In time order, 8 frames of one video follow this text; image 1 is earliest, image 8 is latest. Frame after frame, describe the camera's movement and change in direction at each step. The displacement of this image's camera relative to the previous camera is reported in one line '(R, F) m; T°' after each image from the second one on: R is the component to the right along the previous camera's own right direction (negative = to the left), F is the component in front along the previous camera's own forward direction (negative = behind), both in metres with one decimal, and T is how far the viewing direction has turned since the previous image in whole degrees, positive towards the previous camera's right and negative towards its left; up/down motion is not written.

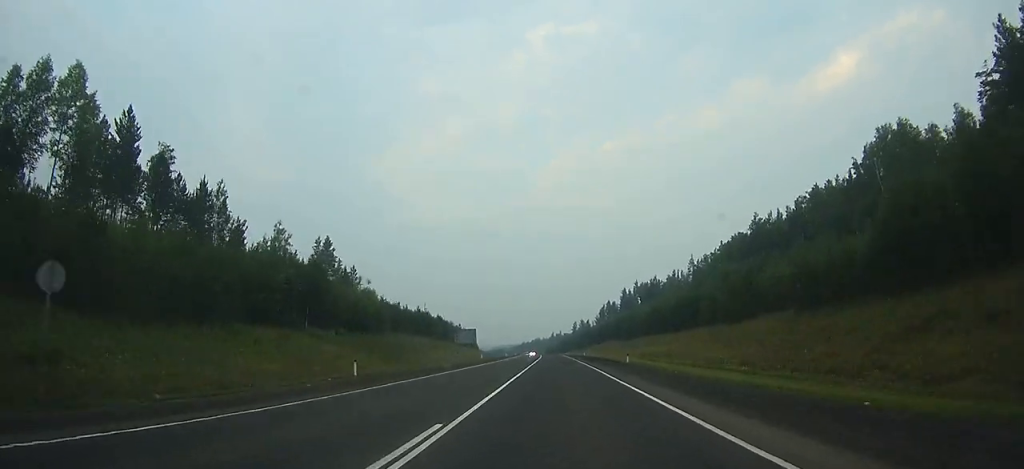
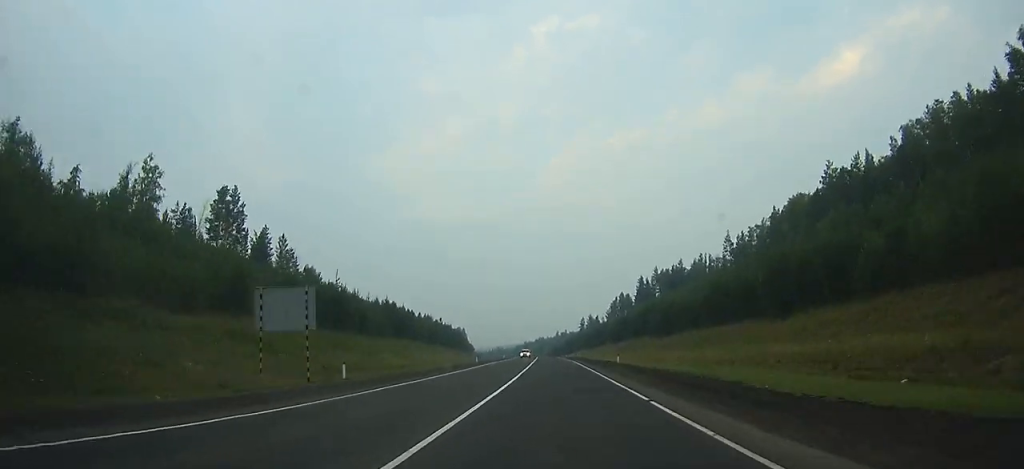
(-0.1, +50.2) m; 0°
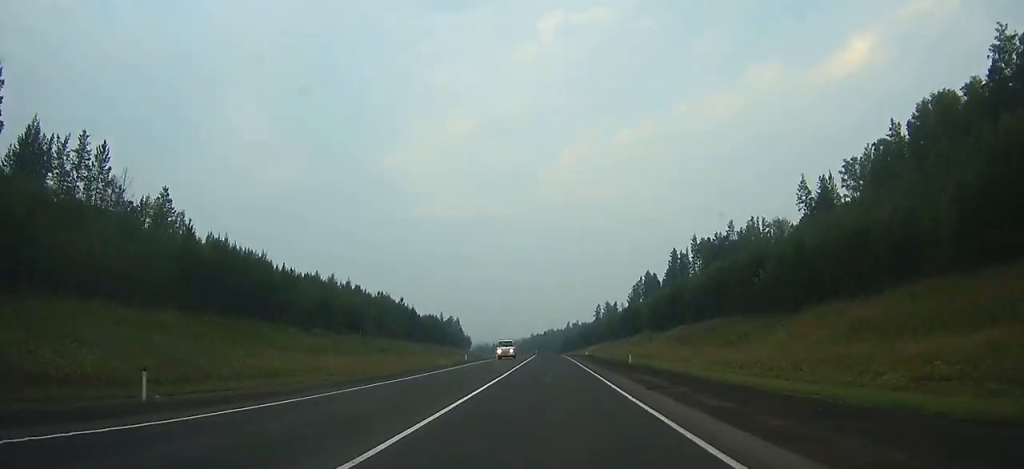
(-0.3, +60.0) m; -1°
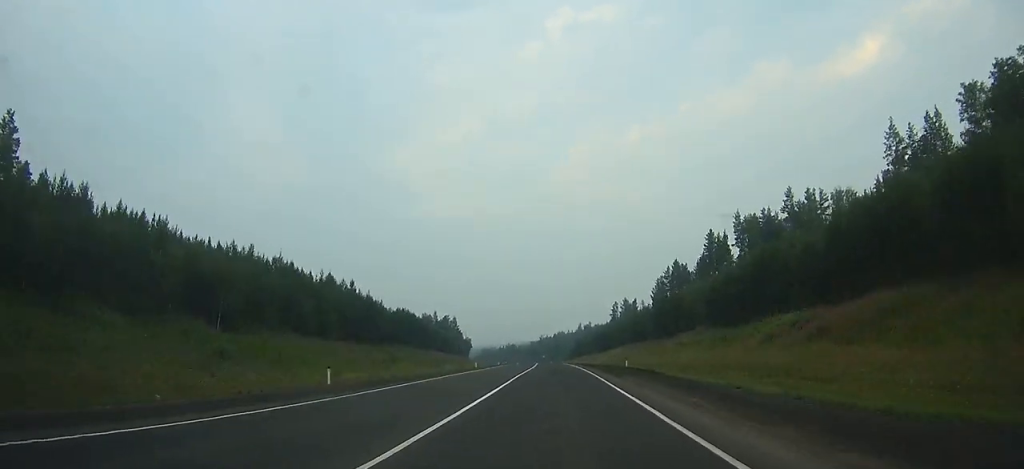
(-0.2, +40.7) m; -1°
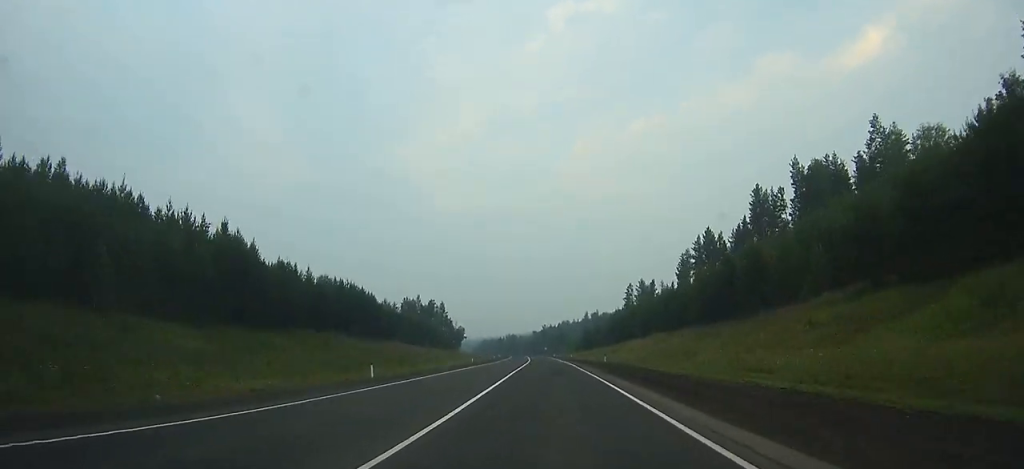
(-0.5, +43.2) m; -1°
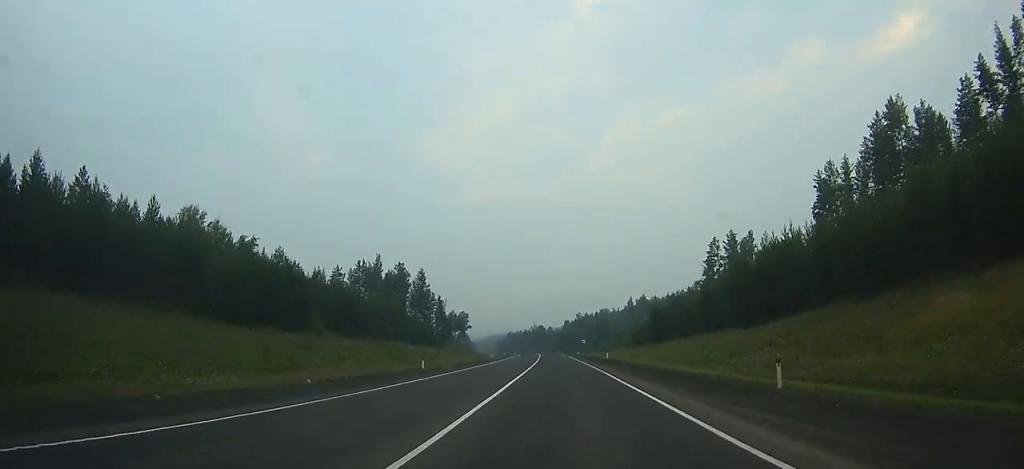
(-2.3, +93.0) m; -3°
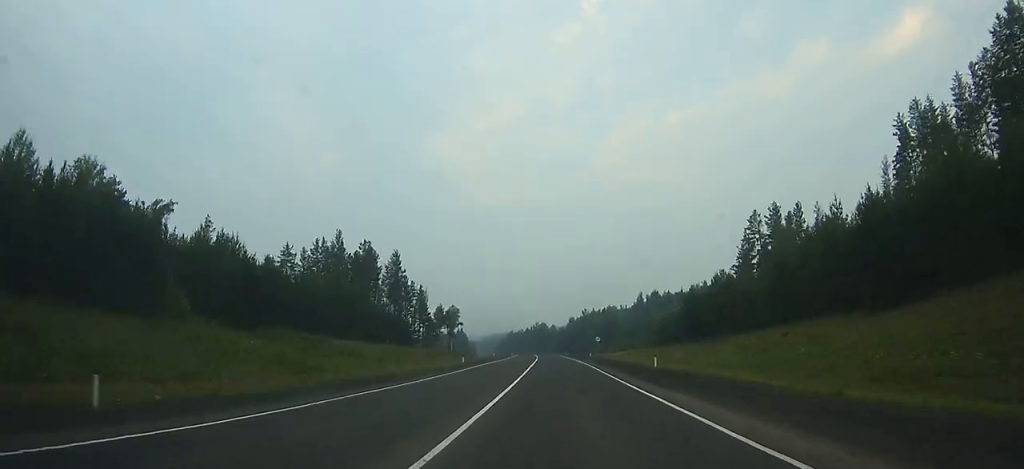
(-0.3, +30.2) m; -1°
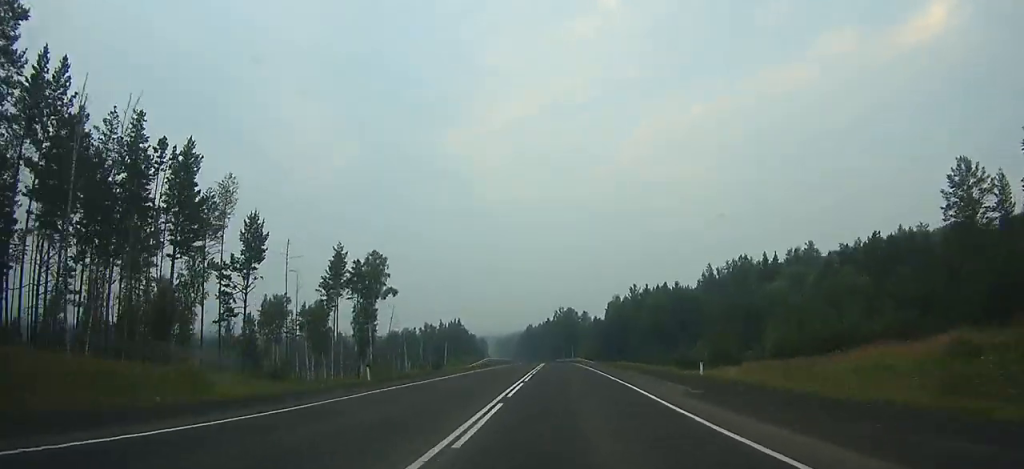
(-2.4, +108.0) m; -2°
